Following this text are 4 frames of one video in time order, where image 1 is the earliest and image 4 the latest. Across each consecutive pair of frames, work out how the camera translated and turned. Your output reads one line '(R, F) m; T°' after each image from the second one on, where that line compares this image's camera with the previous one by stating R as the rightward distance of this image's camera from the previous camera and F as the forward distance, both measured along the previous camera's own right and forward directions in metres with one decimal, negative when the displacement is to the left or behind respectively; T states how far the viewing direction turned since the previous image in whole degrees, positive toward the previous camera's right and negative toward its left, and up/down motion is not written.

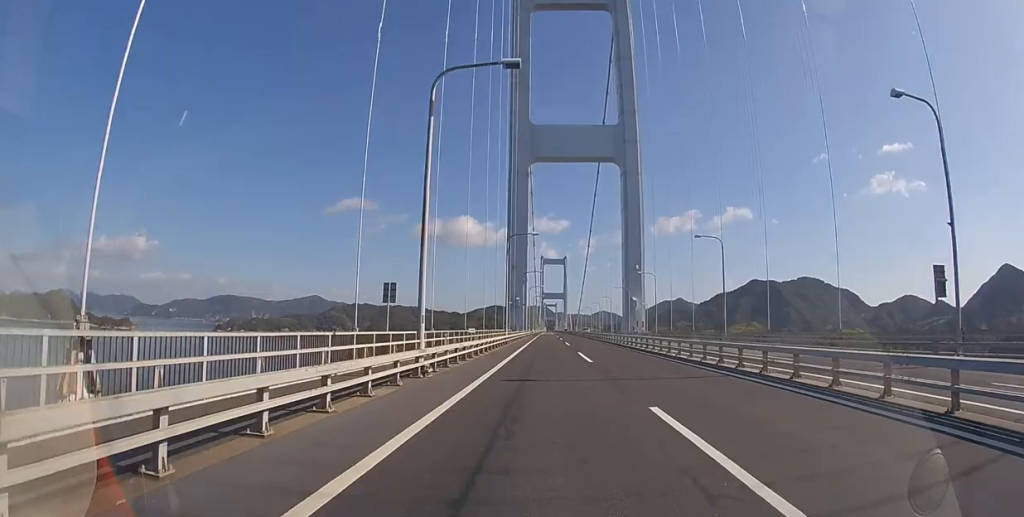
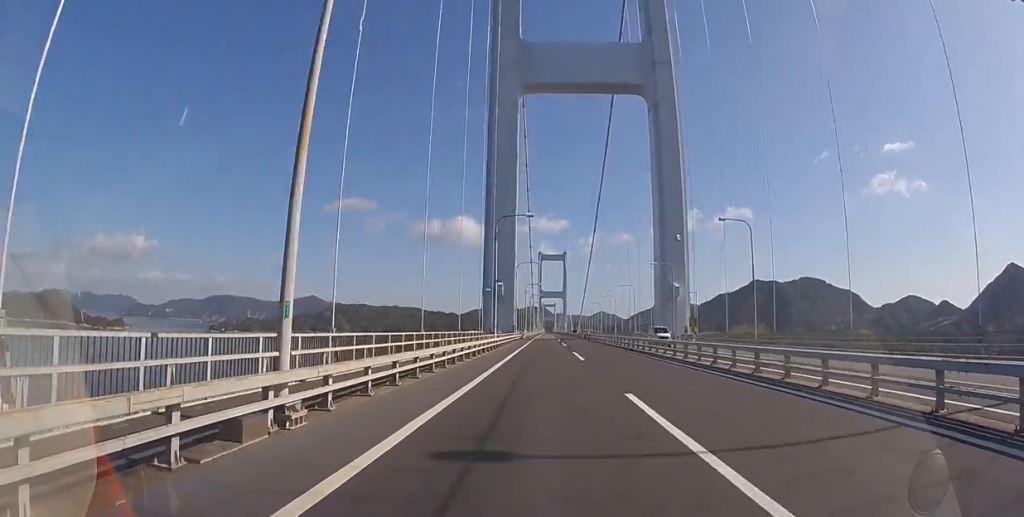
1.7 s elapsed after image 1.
(+0.1, +38.7) m; 0°
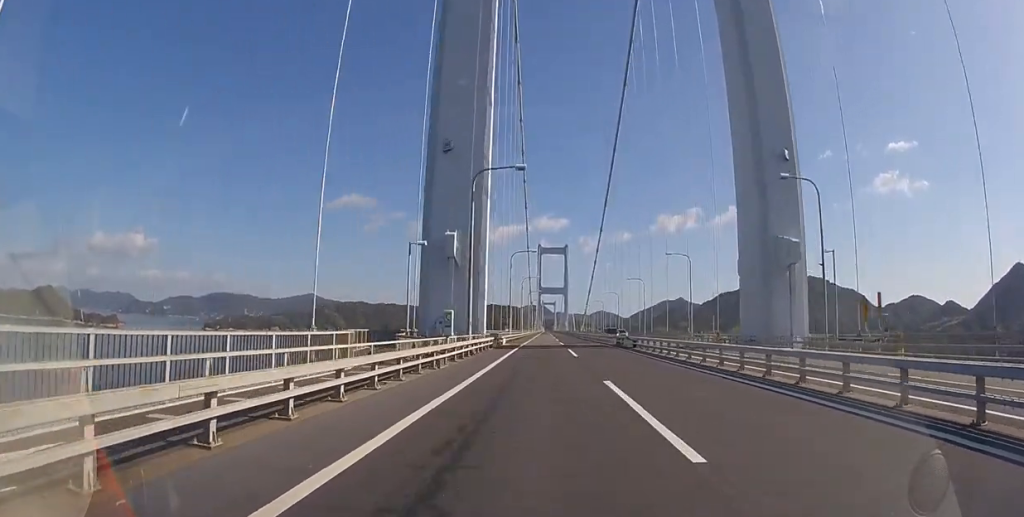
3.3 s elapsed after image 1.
(+0.1, +36.7) m; 0°
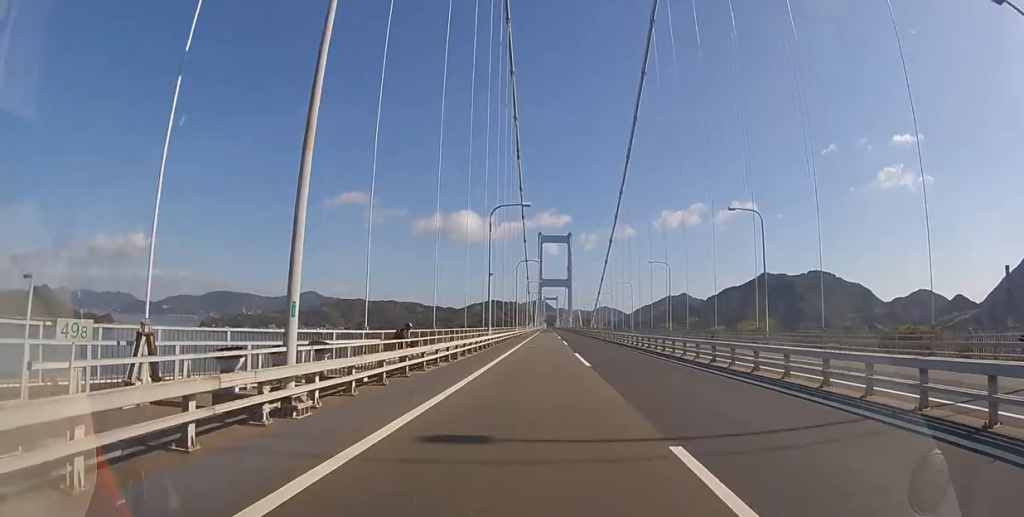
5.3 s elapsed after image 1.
(-0.1, +47.1) m; 0°
